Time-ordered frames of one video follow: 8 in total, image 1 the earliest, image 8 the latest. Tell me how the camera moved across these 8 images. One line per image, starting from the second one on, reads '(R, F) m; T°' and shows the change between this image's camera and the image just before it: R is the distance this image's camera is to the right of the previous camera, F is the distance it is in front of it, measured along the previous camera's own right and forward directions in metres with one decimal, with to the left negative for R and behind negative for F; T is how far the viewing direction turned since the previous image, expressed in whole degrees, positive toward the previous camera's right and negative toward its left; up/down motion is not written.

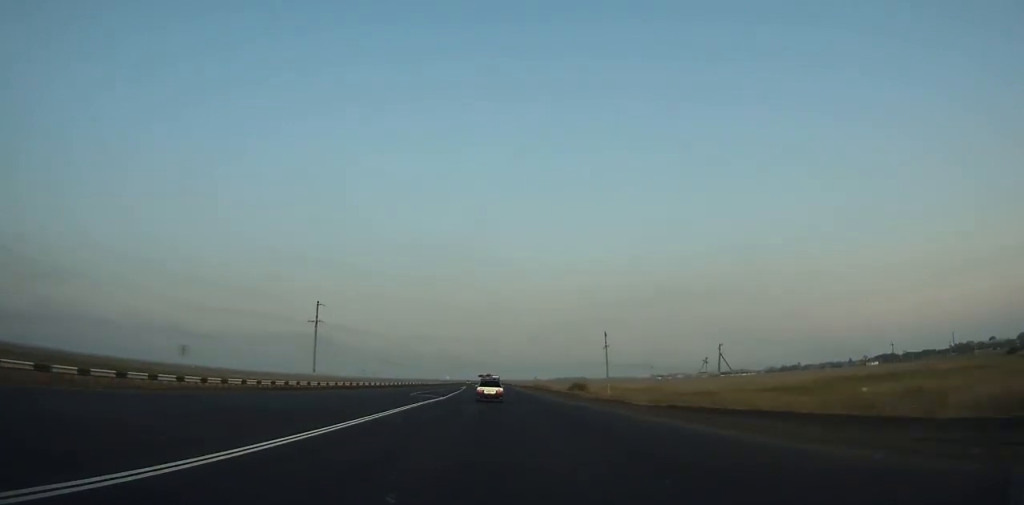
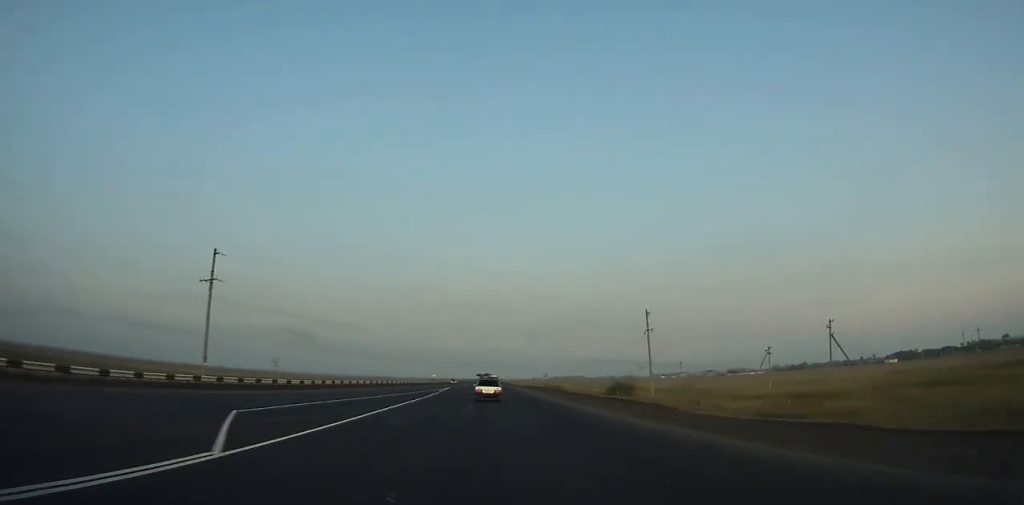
(0.0, +34.9) m; 0°
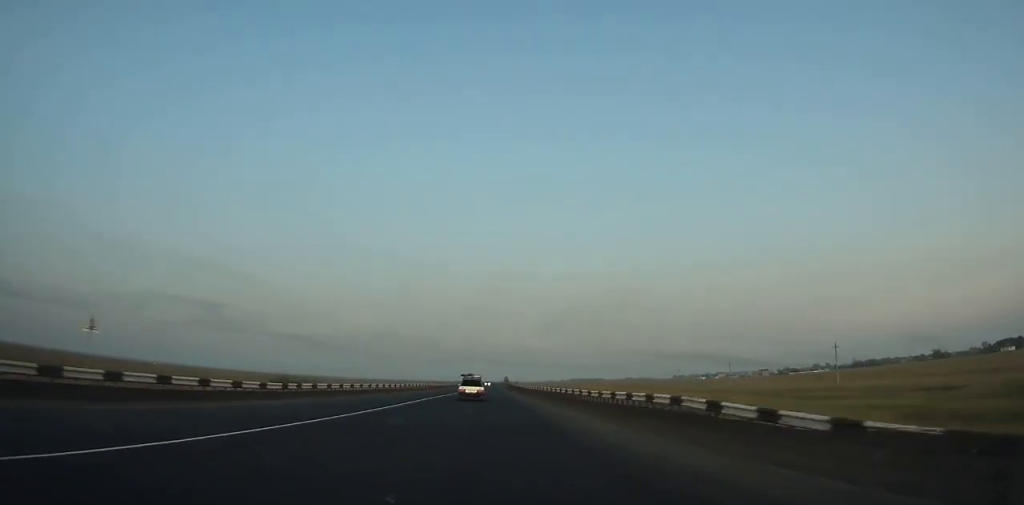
(-1.0, +133.4) m; -1°
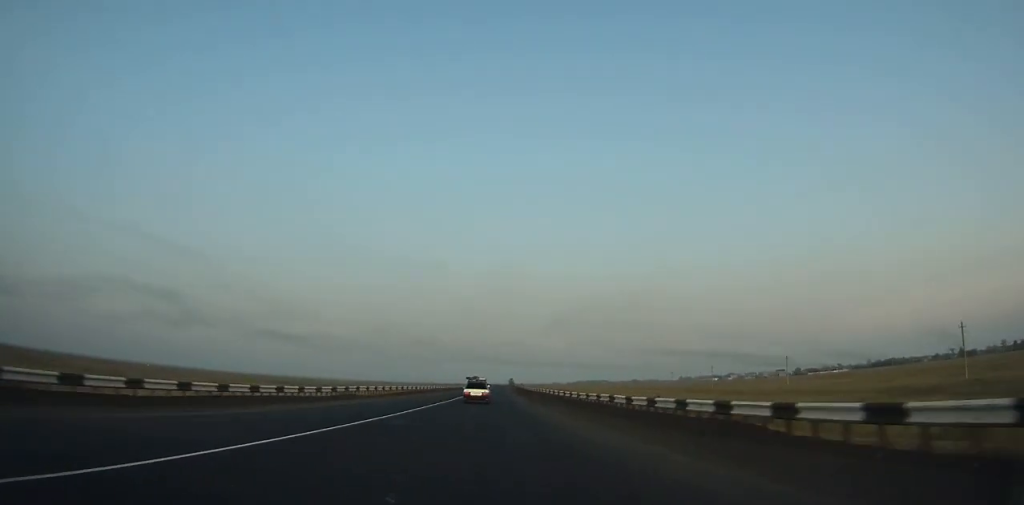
(-0.3, +33.0) m; 0°
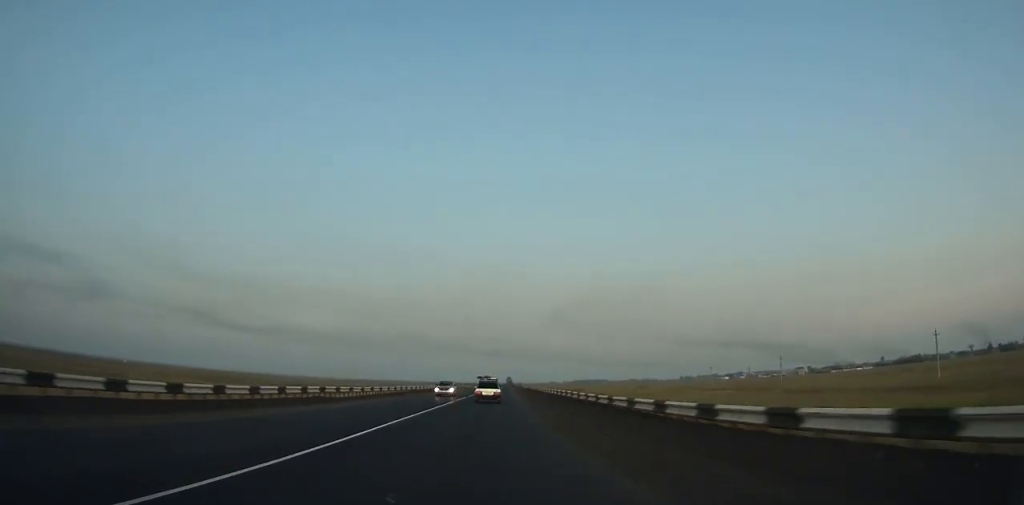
(-0.5, +53.6) m; 0°
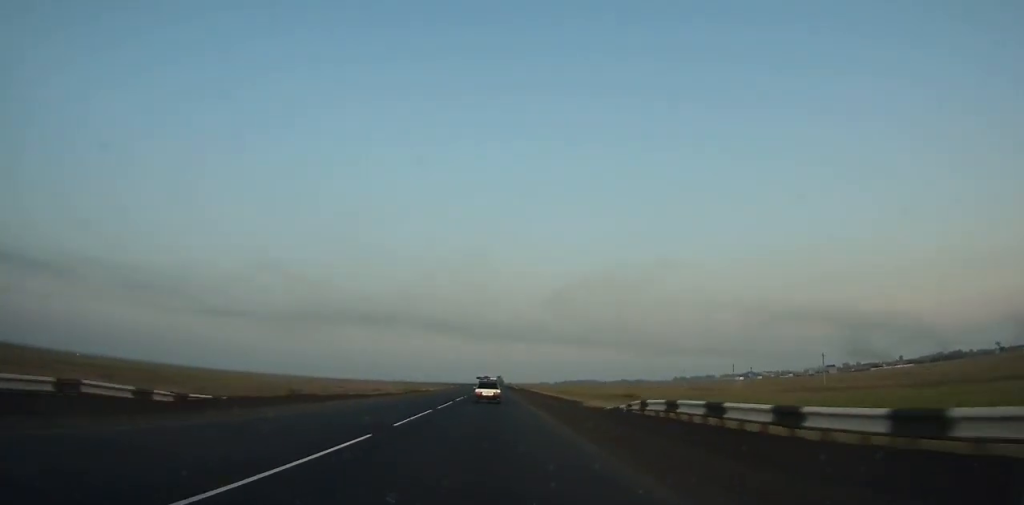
(+0.8, +84.7) m; +1°
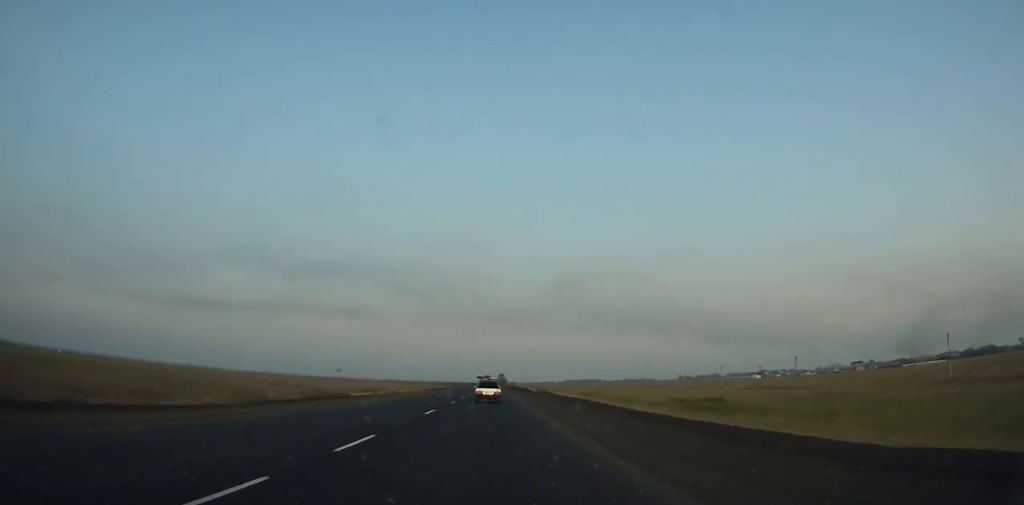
(+0.3, +41.2) m; 0°
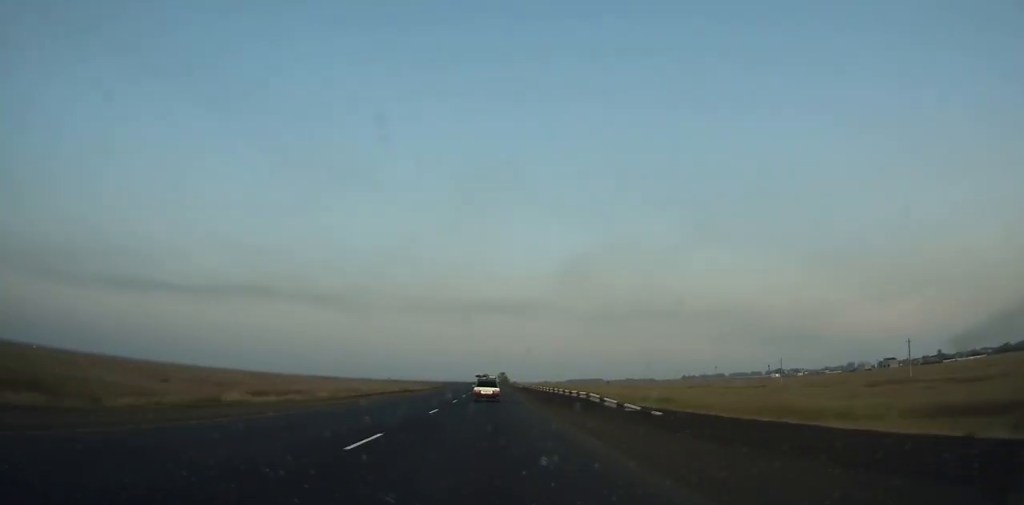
(+0.1, +48.9) m; 0°
